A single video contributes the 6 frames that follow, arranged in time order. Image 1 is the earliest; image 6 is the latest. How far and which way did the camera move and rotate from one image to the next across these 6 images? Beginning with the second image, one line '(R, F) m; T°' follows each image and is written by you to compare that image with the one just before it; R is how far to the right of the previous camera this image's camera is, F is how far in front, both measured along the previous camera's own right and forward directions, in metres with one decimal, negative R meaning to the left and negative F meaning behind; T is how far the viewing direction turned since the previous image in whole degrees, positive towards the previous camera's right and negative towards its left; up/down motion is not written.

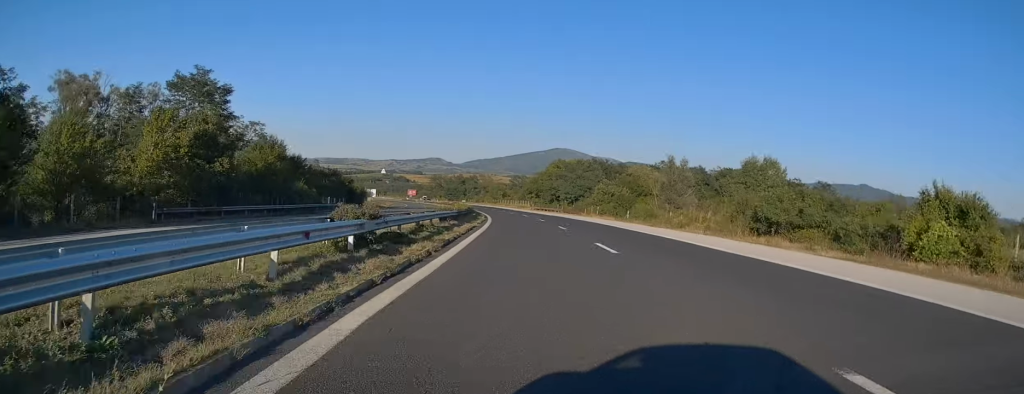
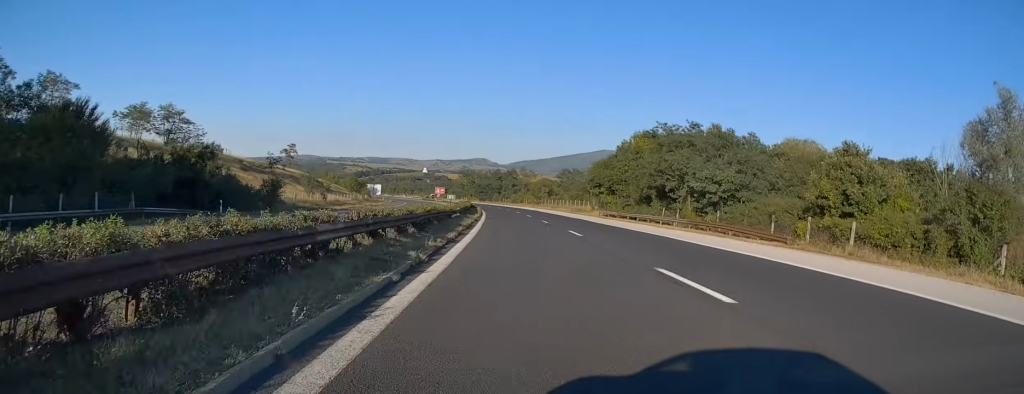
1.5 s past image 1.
(-2.7, +56.2) m; -5°
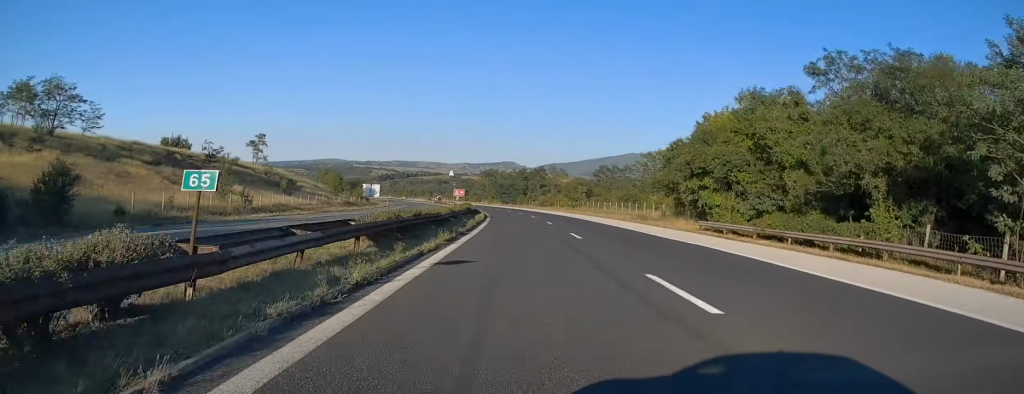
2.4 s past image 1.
(-0.7, +32.4) m; -2°
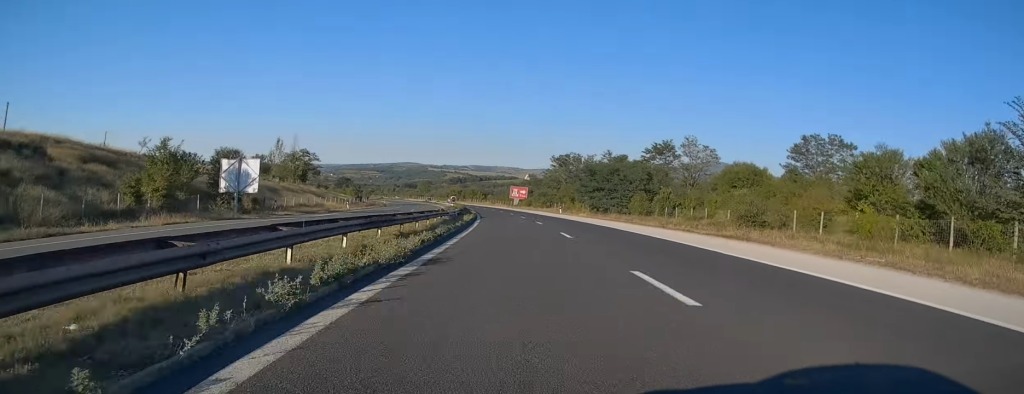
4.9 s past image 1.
(-5.0, +95.1) m; -6°
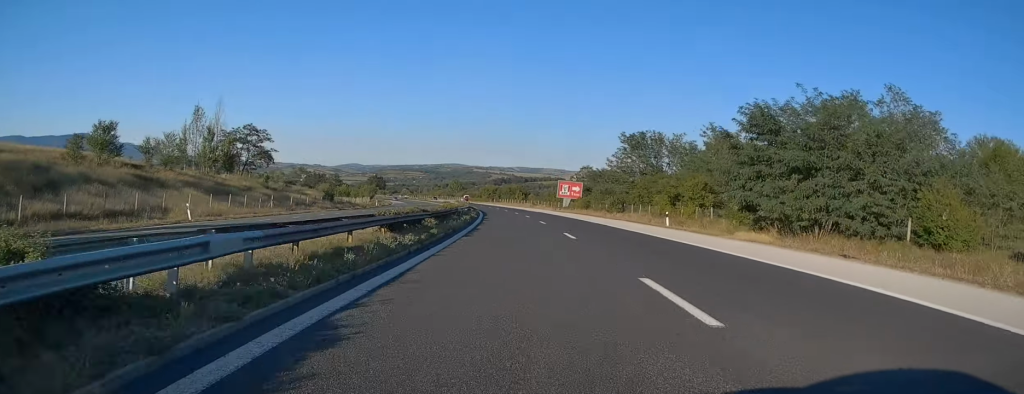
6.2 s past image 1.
(-1.6, +49.1) m; -4°
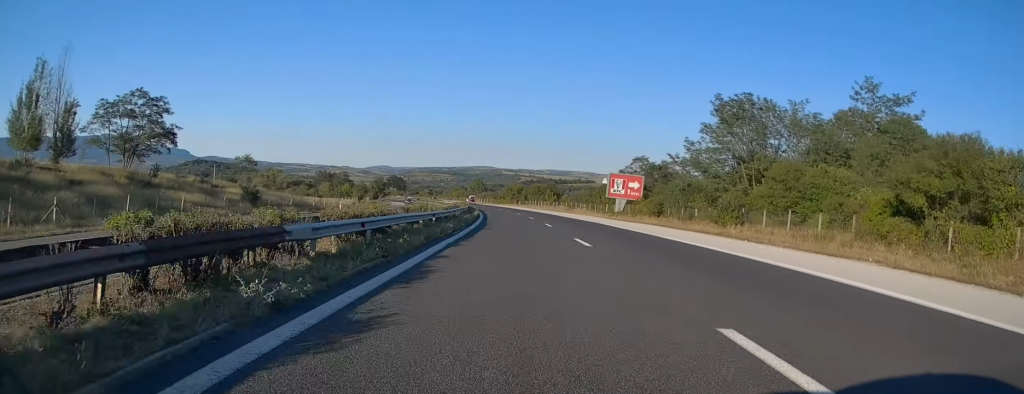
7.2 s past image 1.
(-1.0, +36.2) m; -3°
